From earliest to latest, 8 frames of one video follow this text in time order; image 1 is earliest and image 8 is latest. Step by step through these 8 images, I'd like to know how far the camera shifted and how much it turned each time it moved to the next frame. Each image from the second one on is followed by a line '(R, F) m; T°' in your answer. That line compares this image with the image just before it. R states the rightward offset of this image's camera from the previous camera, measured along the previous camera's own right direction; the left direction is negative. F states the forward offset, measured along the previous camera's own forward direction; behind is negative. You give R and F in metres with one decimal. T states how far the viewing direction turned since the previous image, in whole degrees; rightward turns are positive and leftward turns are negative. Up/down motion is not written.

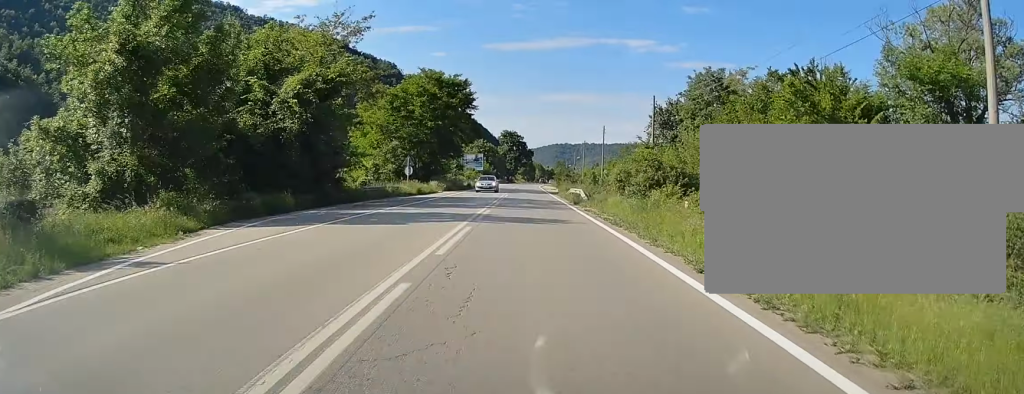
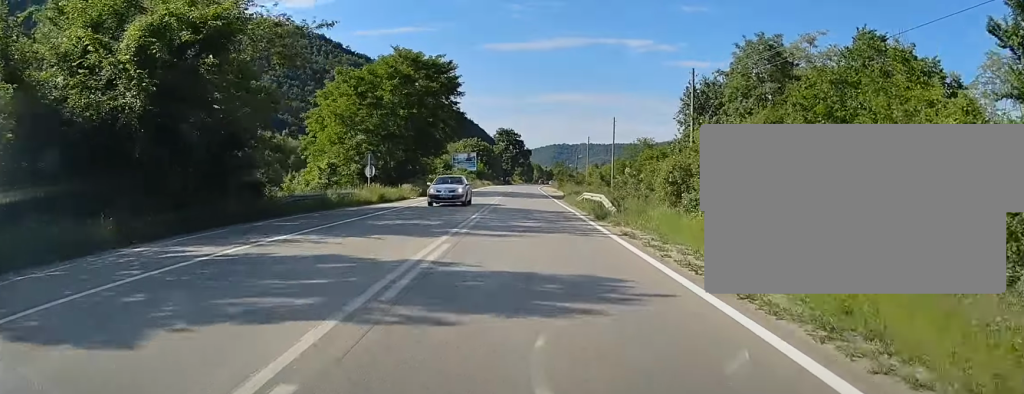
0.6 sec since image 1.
(0.0, +12.5) m; 0°
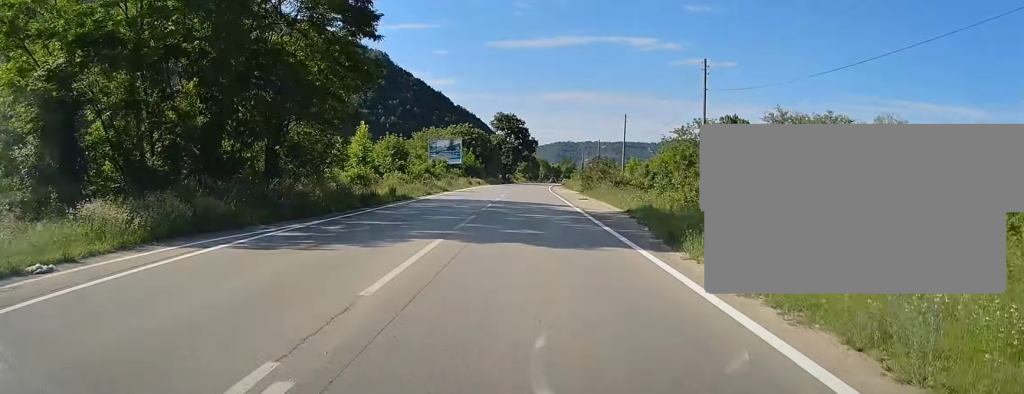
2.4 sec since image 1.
(-0.2, +36.3) m; -1°
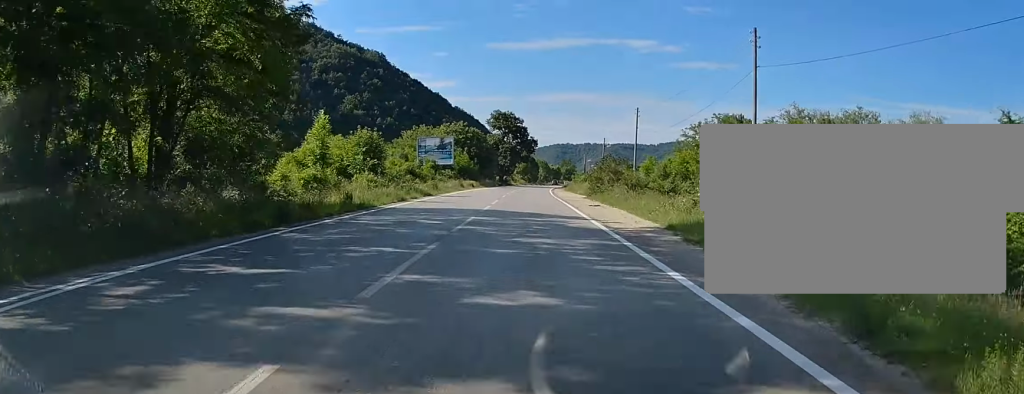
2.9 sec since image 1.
(0.0, +8.9) m; 0°
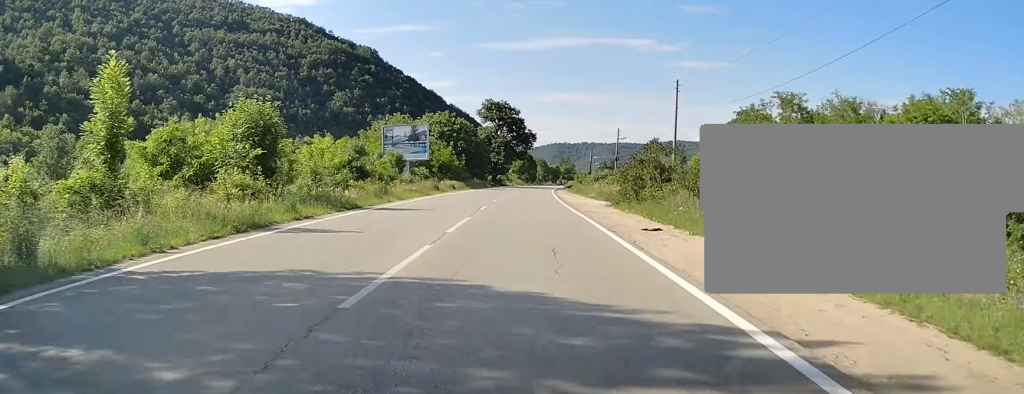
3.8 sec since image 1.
(0.0, +18.7) m; 0°
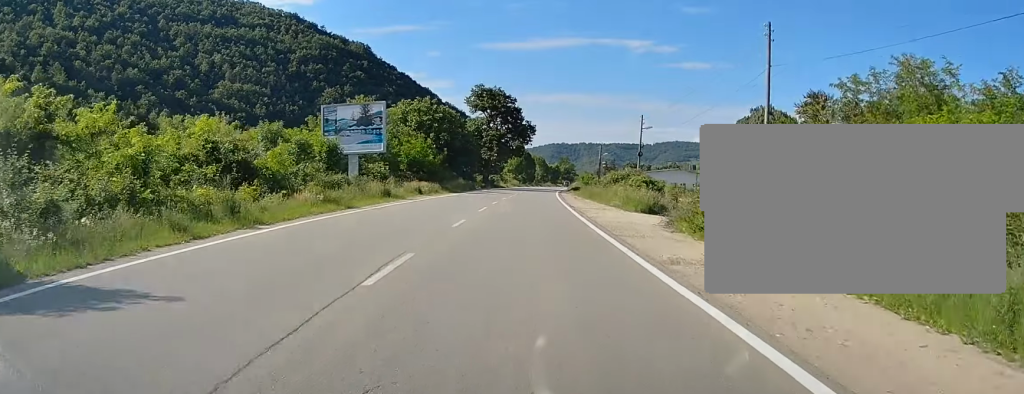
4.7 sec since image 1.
(0.0, +18.7) m; 0°
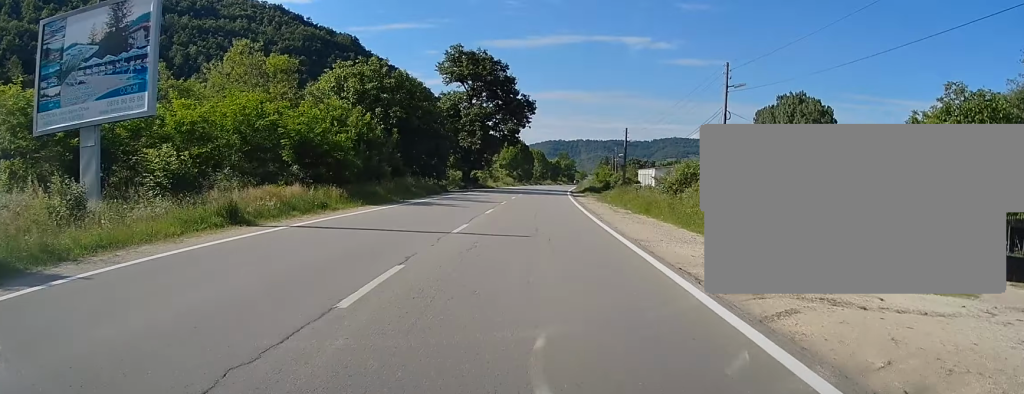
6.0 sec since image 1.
(+0.2, +28.6) m; +1°
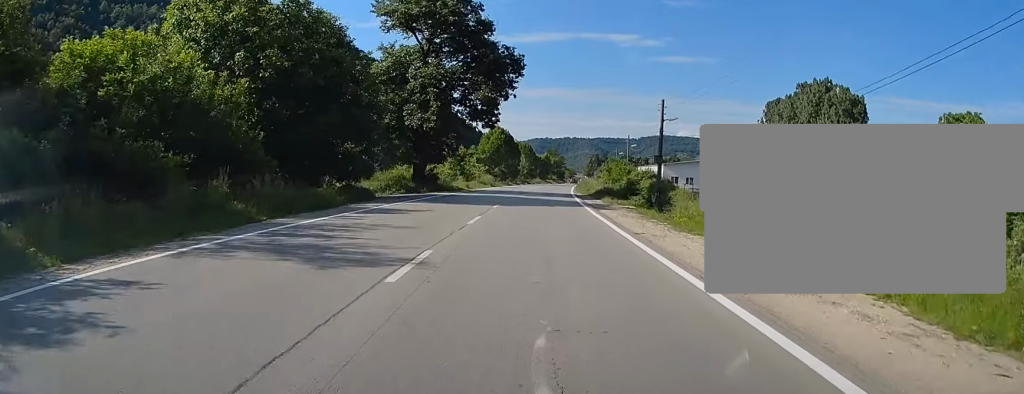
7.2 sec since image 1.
(+0.1, +25.1) m; +1°
